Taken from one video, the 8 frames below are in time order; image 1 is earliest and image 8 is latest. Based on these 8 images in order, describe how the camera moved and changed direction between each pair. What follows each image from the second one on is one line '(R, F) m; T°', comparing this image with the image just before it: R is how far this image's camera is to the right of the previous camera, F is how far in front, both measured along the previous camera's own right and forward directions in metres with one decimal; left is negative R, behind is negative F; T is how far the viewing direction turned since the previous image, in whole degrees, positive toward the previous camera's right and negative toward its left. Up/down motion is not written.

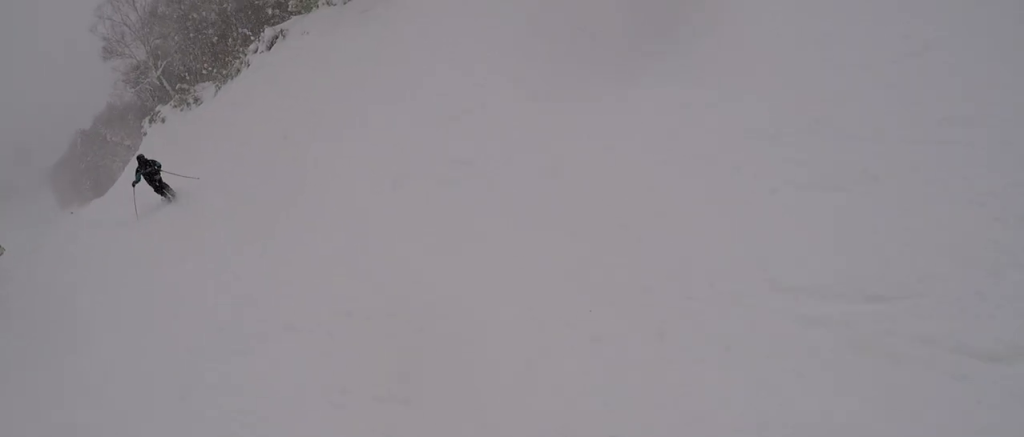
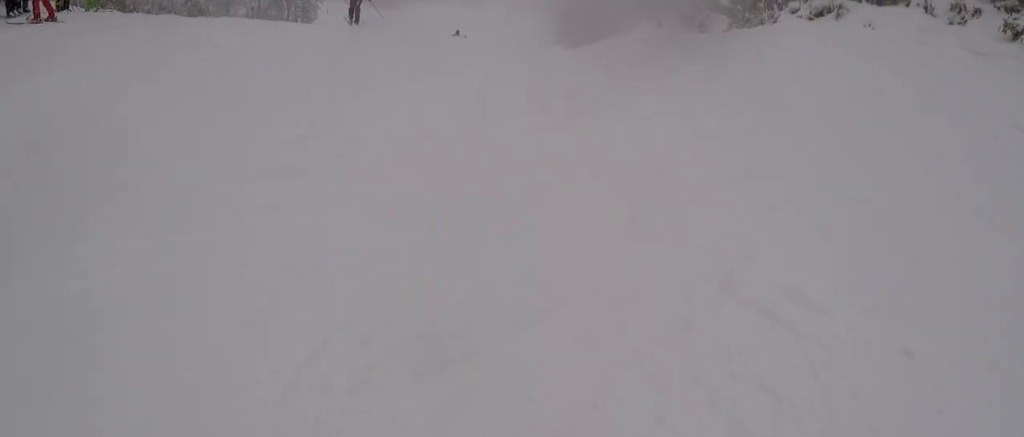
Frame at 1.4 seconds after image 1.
(+0.2, +9.7) m; -17°
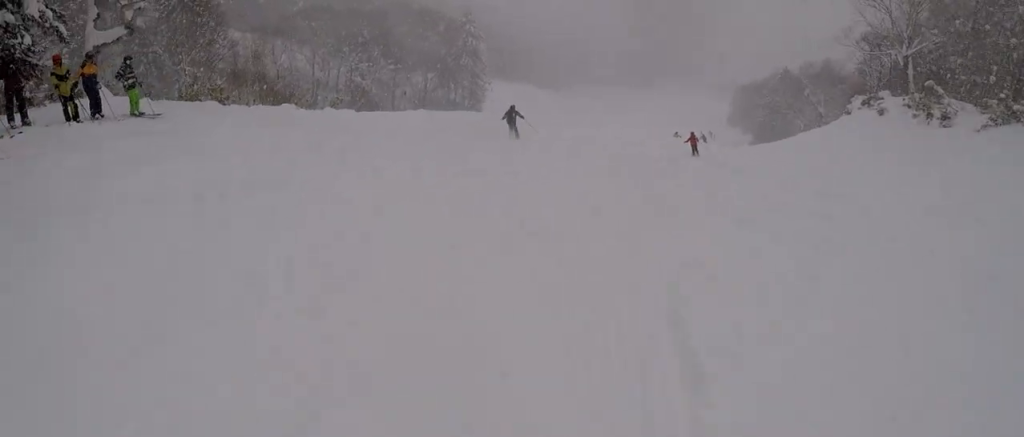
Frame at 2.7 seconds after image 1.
(-1.9, +7.8) m; -18°
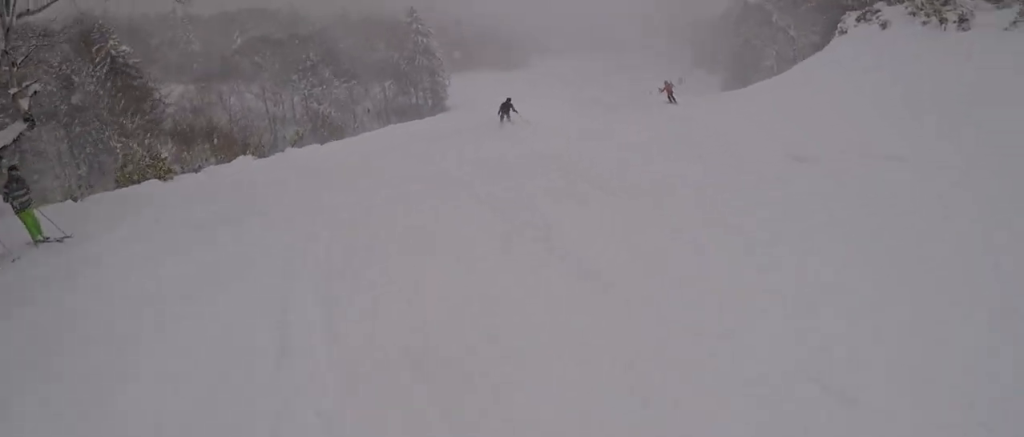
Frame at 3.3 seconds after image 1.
(0.0, +4.2) m; +5°
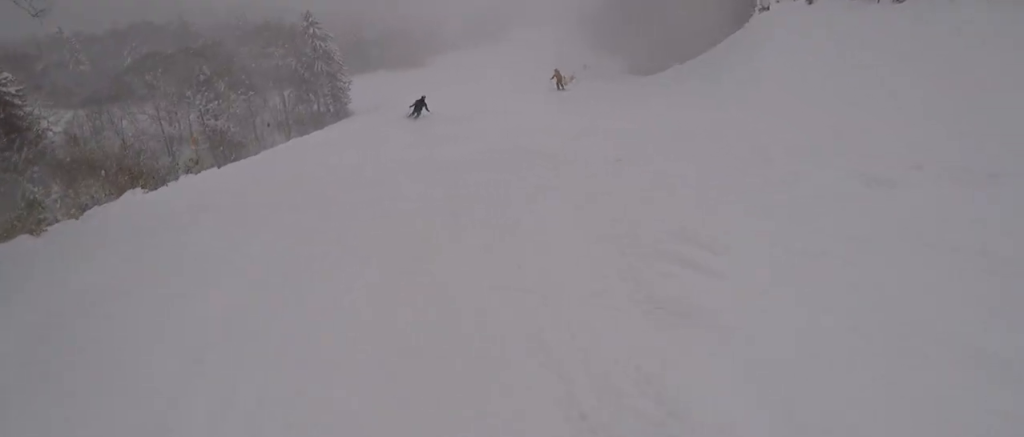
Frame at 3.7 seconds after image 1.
(-0.3, +2.8) m; +4°
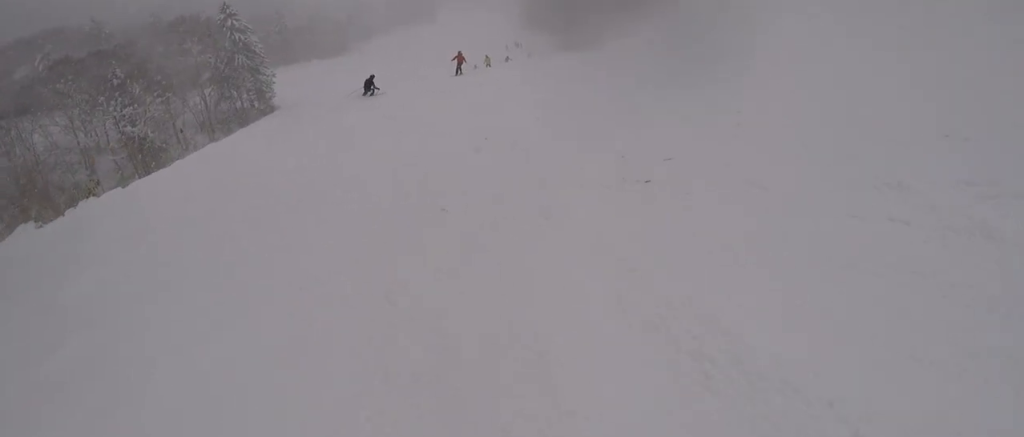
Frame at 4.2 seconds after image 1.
(+0.6, +3.2) m; -1°
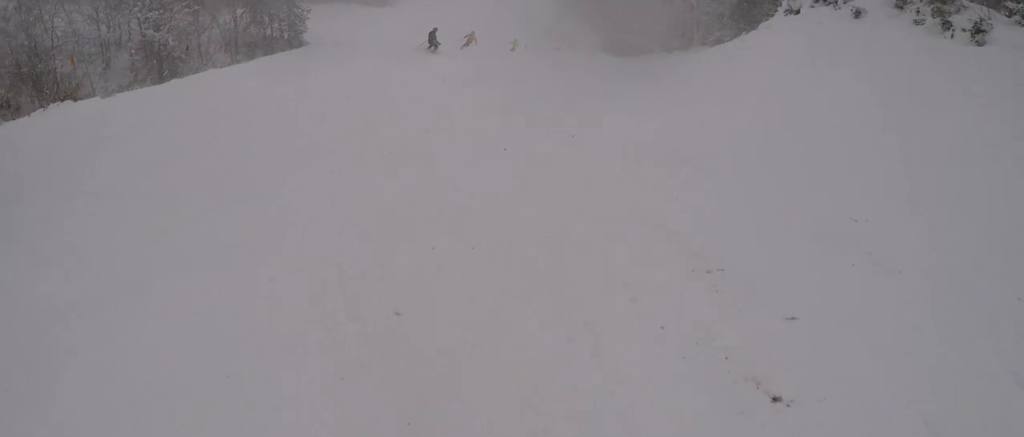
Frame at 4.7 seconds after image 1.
(+0.6, +3.2) m; -1°
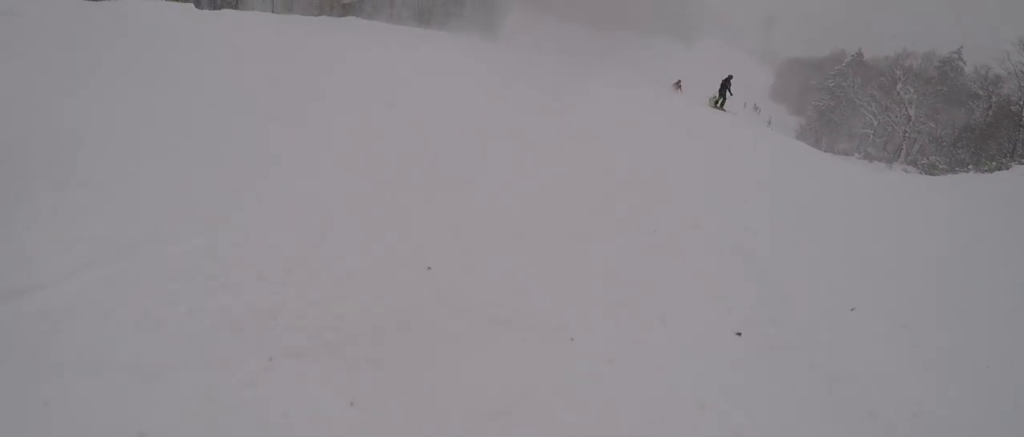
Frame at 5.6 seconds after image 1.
(-1.3, +6.1) m; -22°
